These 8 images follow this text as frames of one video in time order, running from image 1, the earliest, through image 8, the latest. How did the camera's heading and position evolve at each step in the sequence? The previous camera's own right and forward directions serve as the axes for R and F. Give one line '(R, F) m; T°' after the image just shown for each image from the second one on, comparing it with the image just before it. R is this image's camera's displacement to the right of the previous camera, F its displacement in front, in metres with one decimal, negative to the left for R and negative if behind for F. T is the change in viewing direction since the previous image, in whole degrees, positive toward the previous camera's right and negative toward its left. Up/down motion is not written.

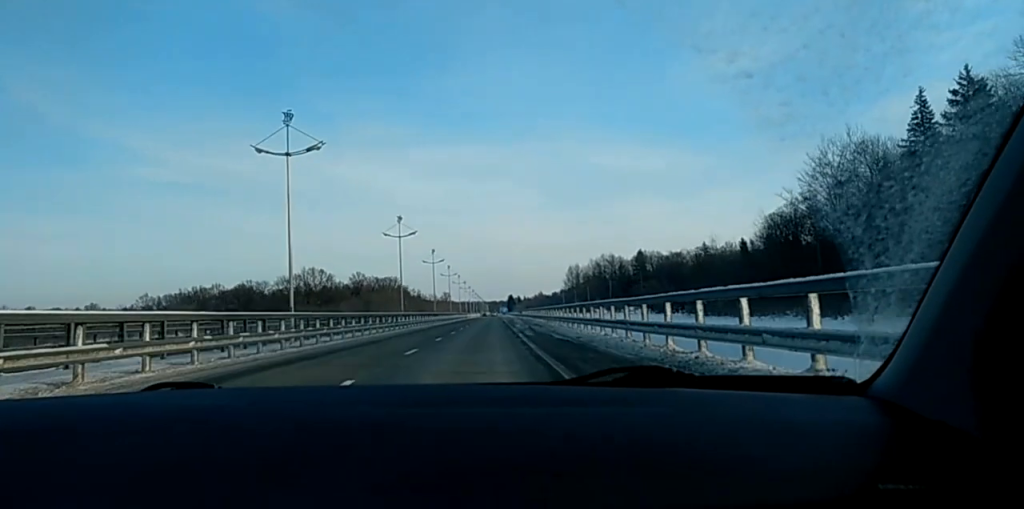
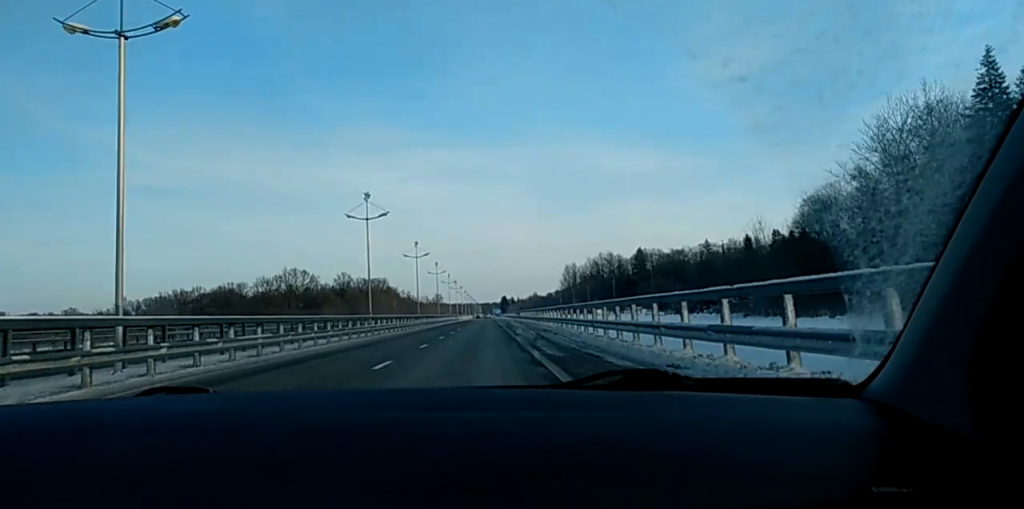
(+0.2, +17.2) m; +1°
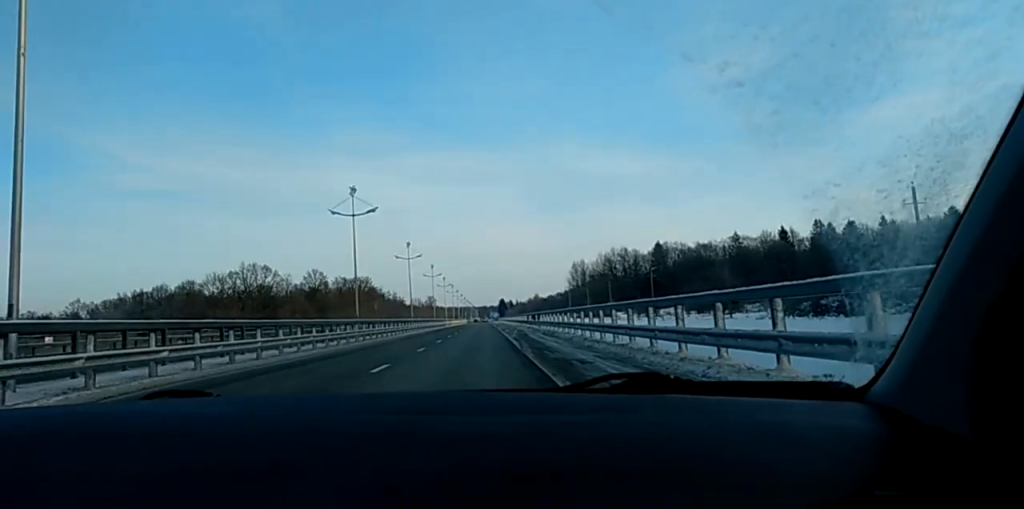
(-0.1, +47.6) m; 0°
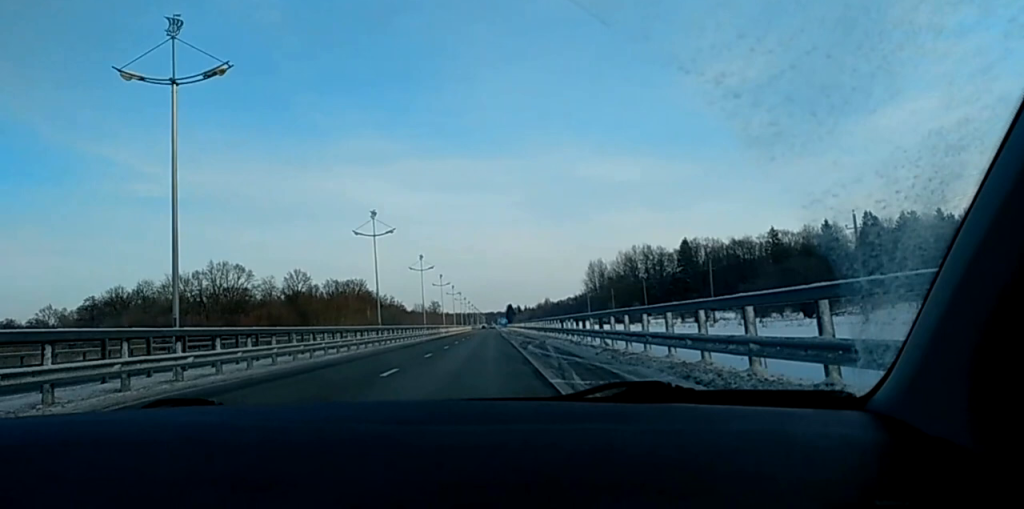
(+0.9, +34.3) m; +3°
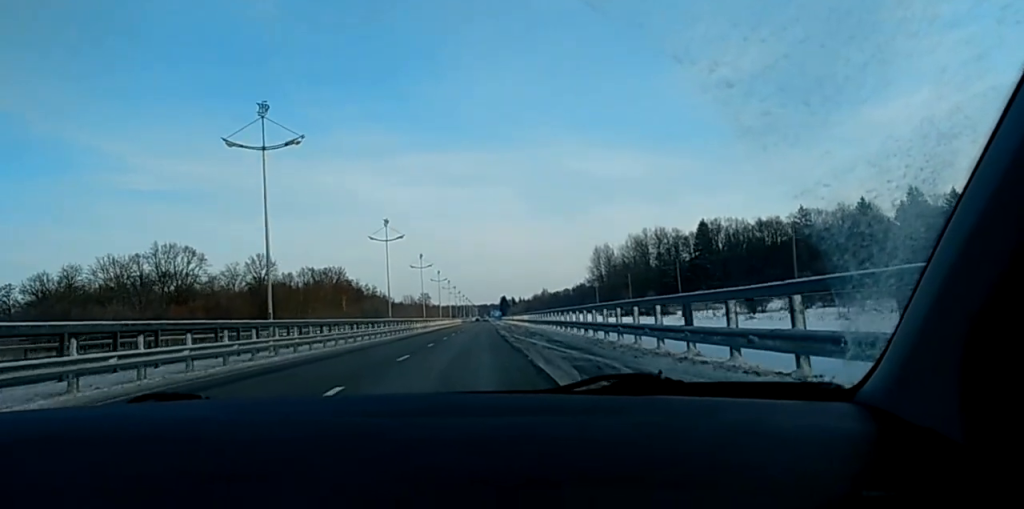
(+0.1, +32.1) m; -2°
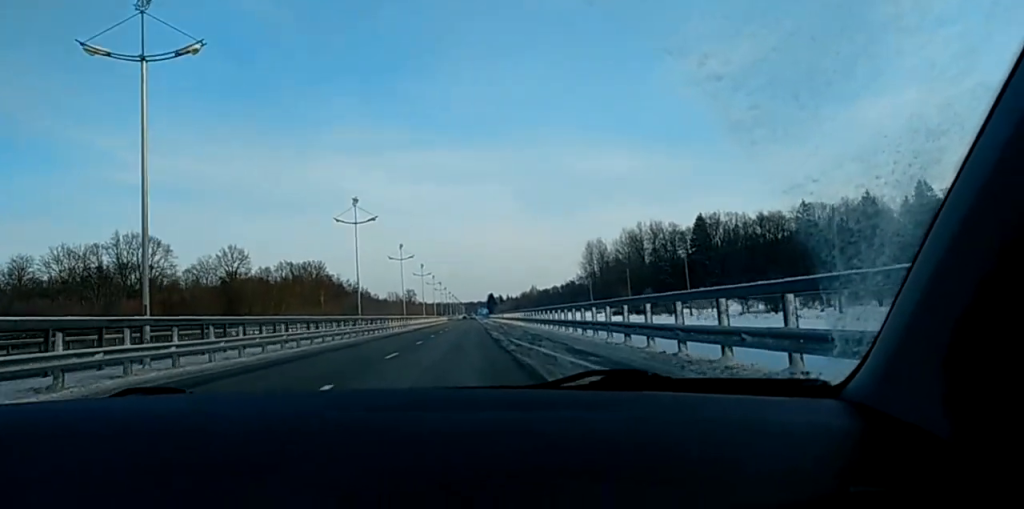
(-0.2, +12.1) m; -1°
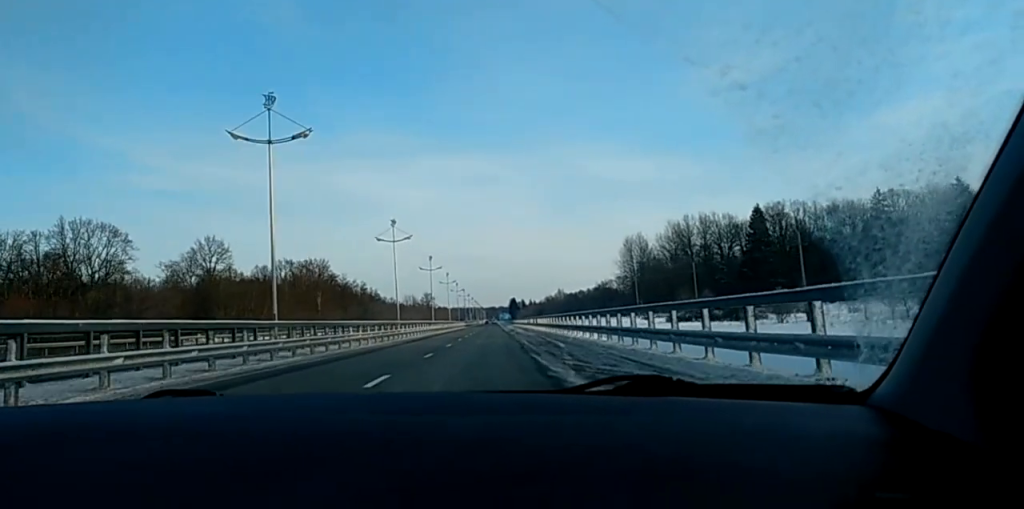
(-0.7, +32.6) m; -2°
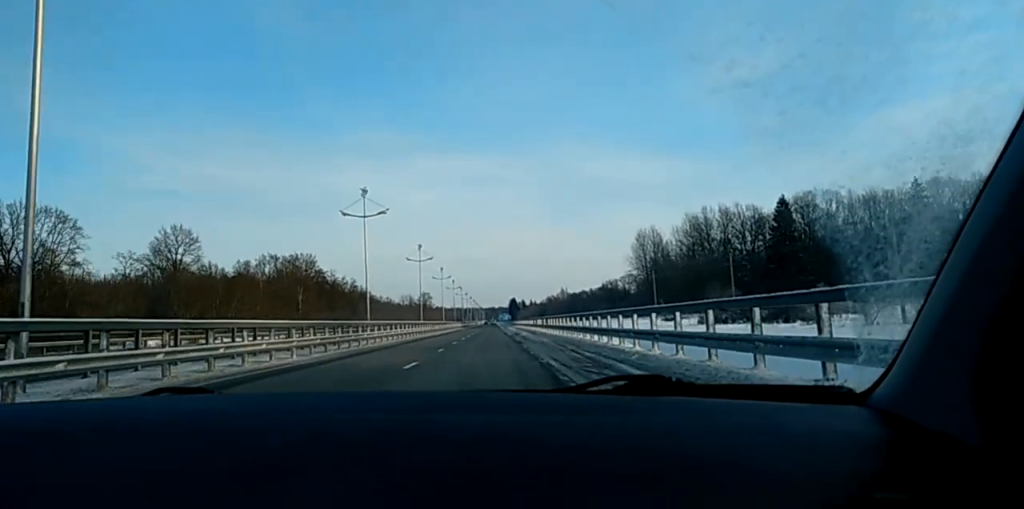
(-0.2, +18.5) m; 0°
